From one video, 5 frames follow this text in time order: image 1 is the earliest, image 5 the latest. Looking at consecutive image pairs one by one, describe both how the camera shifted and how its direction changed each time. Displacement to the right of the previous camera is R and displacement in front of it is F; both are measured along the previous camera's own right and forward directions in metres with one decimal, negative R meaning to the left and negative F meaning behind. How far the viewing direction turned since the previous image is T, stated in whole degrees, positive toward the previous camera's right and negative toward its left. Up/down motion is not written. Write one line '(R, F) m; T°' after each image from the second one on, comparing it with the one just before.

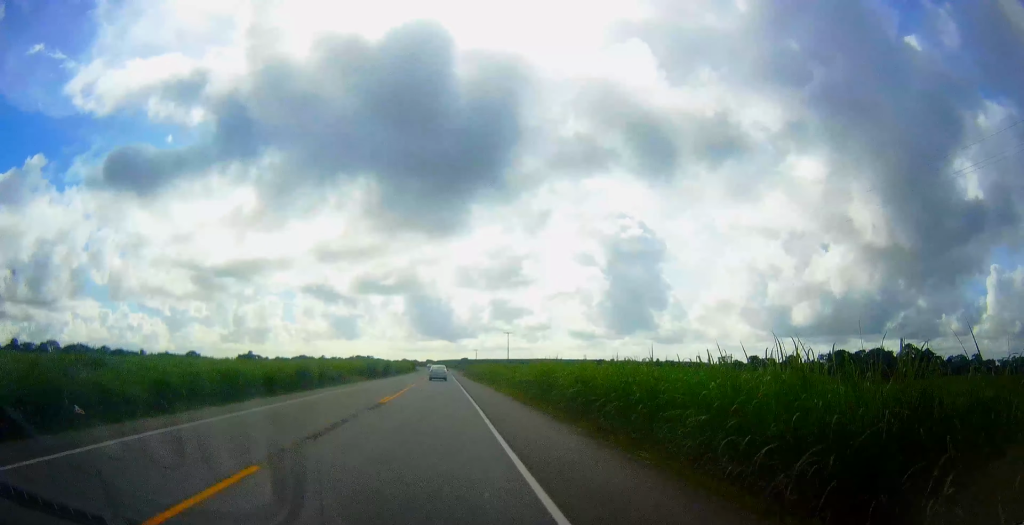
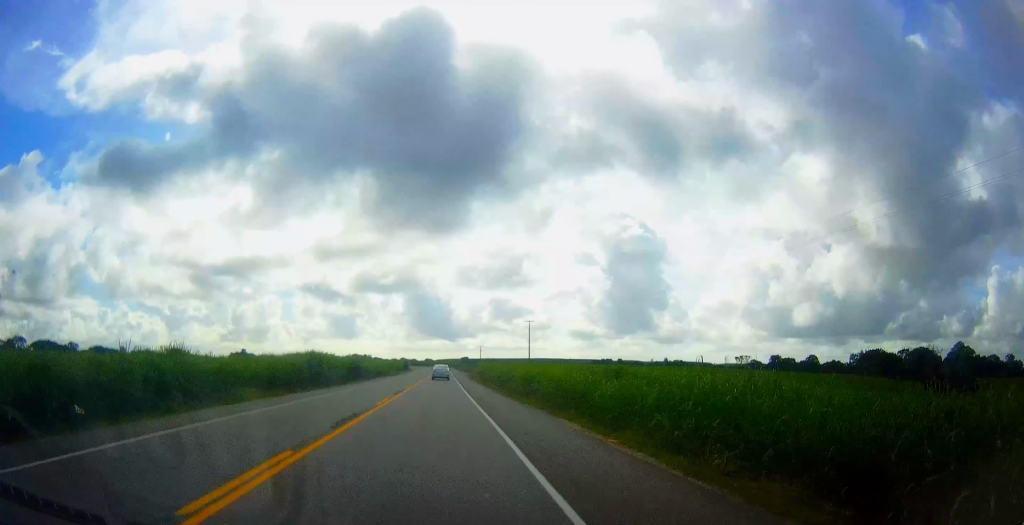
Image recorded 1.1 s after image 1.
(+0.1, +32.3) m; +1°
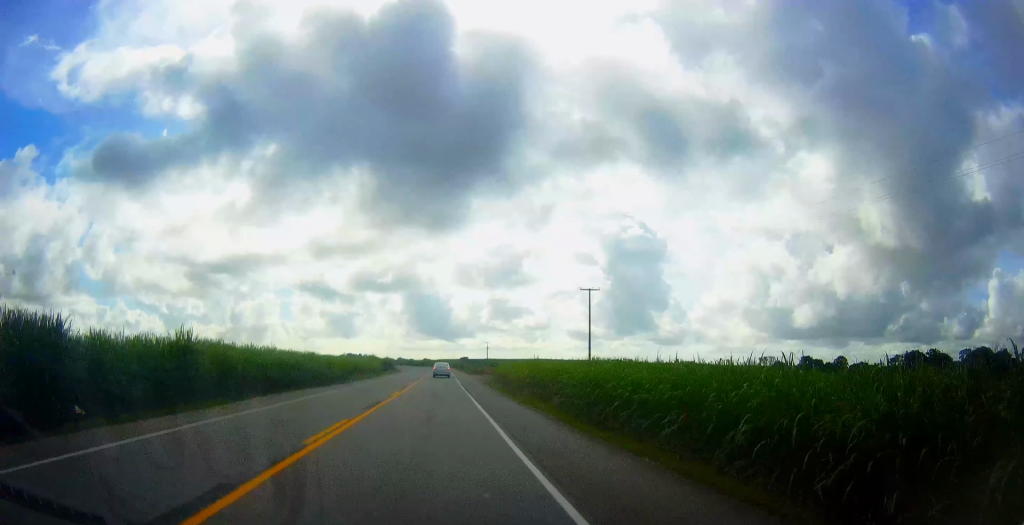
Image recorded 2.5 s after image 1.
(+0.4, +40.8) m; +1°
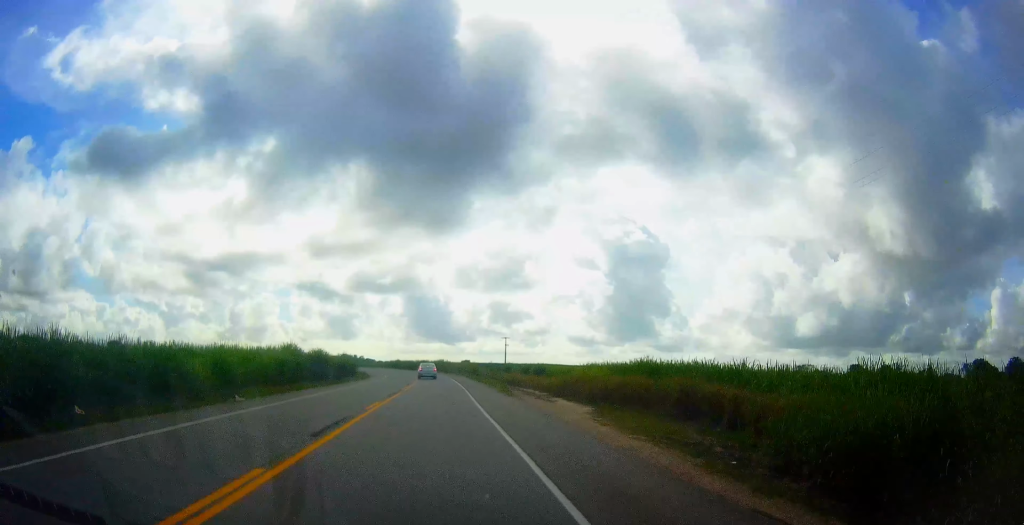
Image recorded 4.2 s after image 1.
(0.0, +52.8) m; 0°
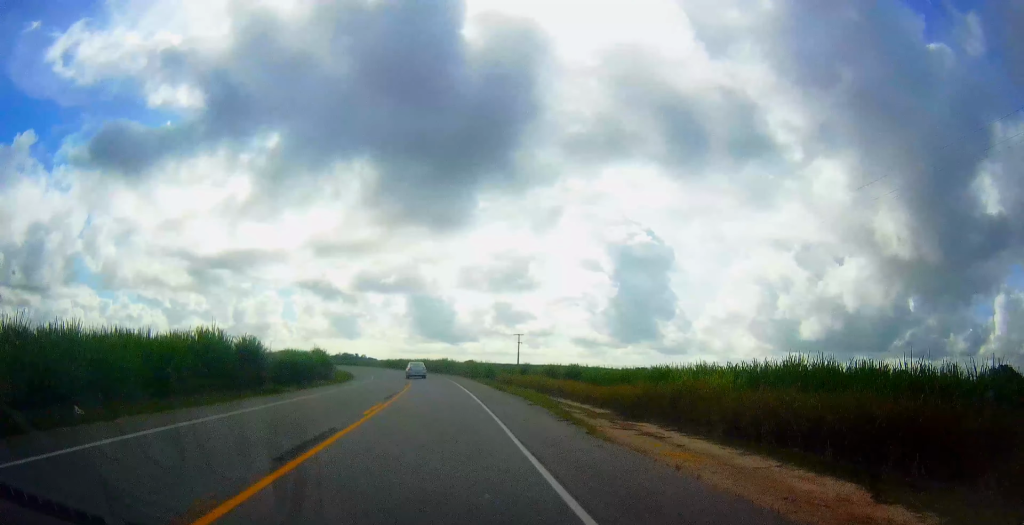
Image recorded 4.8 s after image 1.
(0.0, +17.2) m; 0°
